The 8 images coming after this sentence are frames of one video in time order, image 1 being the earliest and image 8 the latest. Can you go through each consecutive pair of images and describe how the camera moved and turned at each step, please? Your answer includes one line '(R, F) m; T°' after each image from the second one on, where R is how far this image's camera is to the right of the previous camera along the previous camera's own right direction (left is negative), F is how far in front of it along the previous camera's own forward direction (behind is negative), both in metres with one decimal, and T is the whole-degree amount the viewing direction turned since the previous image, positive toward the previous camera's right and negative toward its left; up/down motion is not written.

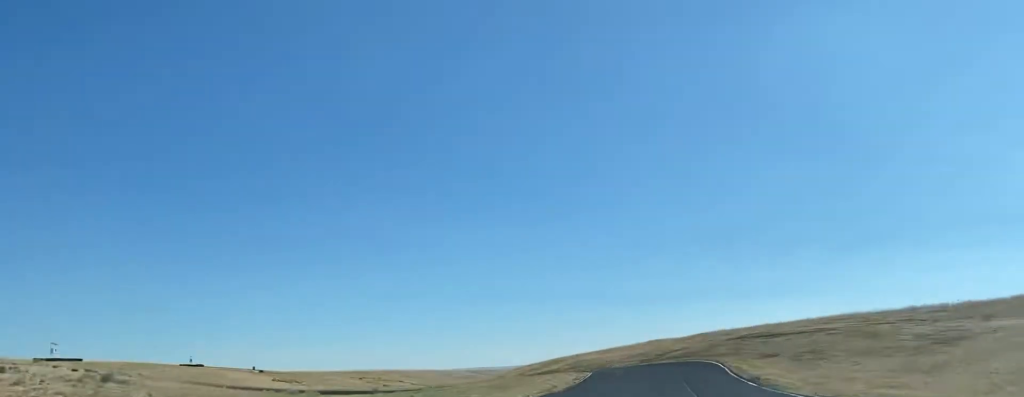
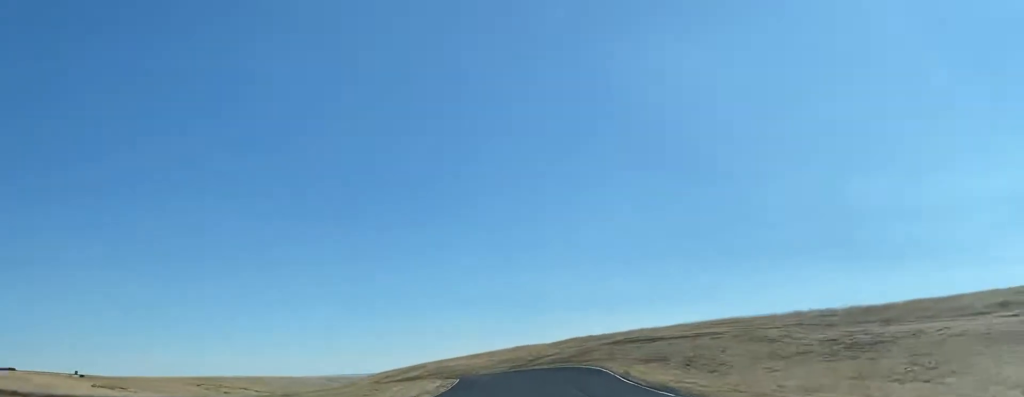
(+0.6, +12.5) m; +7°
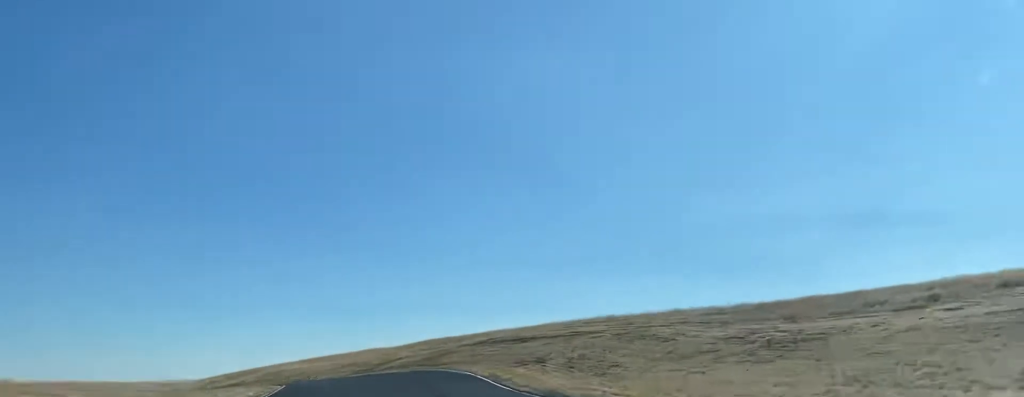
(+1.0, +13.6) m; +4°
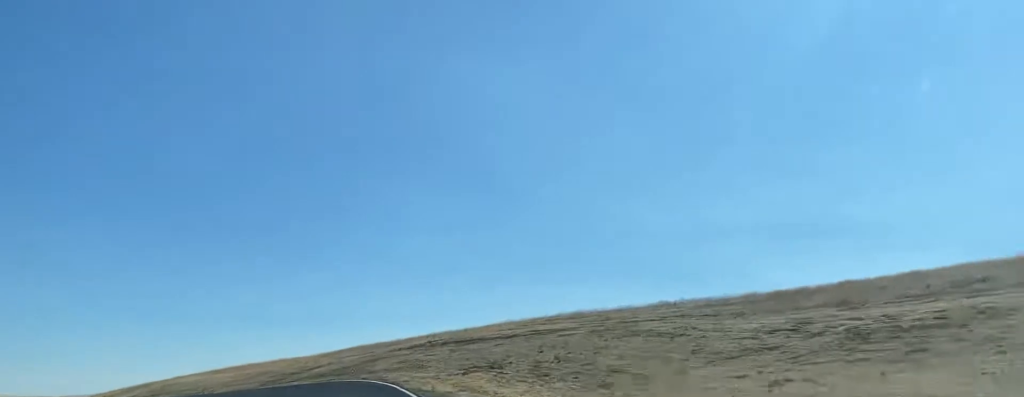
(+2.2, +17.8) m; +1°
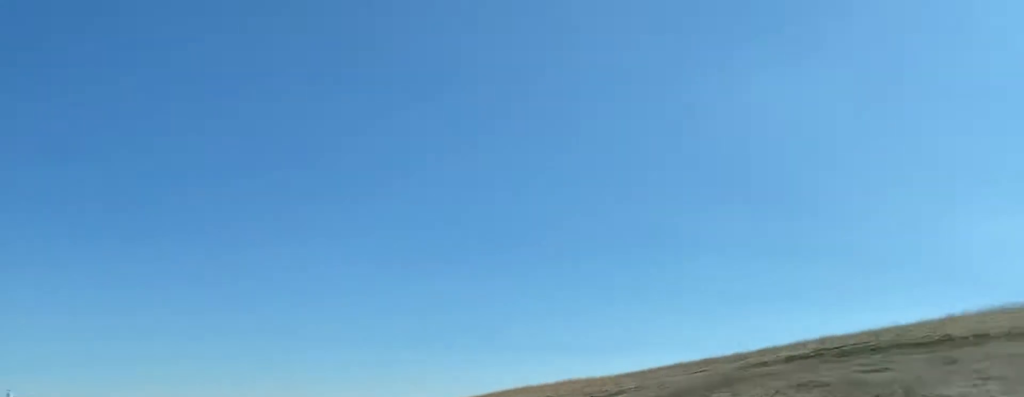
(-2.5, +33.9) m; -22°
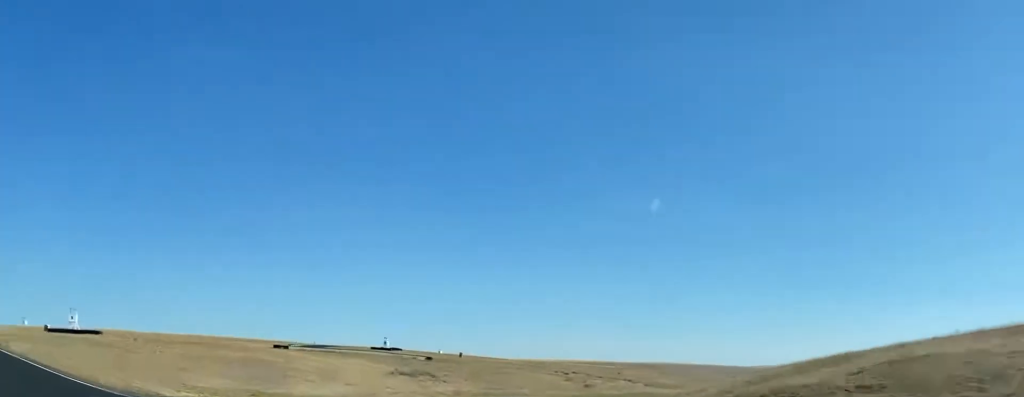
(-10.5, +34.0) m; -30°
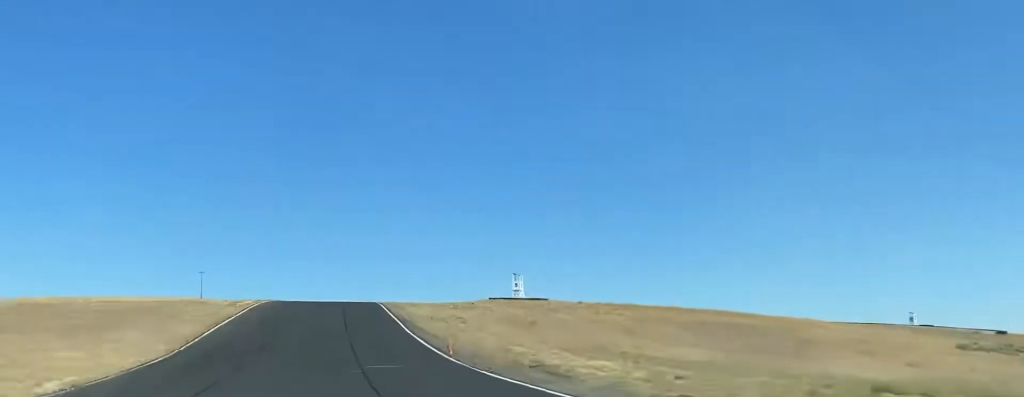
(-17.0, +53.5) m; -31°
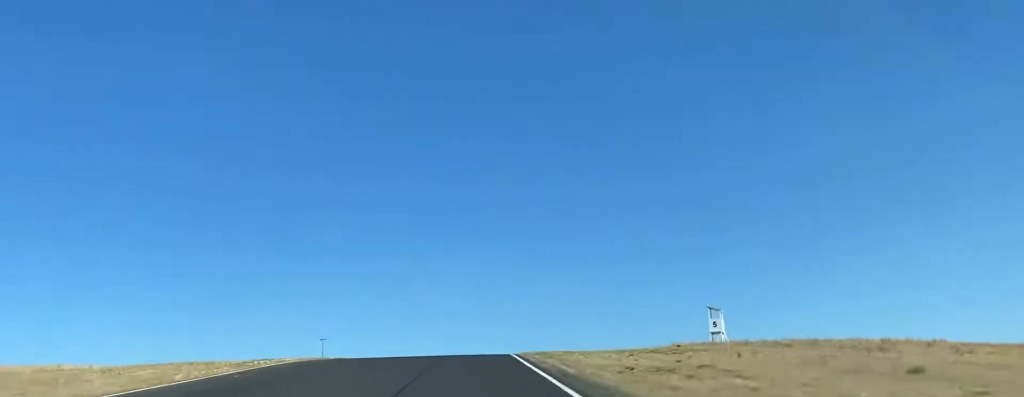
(-6.1, +40.0) m; -11°
